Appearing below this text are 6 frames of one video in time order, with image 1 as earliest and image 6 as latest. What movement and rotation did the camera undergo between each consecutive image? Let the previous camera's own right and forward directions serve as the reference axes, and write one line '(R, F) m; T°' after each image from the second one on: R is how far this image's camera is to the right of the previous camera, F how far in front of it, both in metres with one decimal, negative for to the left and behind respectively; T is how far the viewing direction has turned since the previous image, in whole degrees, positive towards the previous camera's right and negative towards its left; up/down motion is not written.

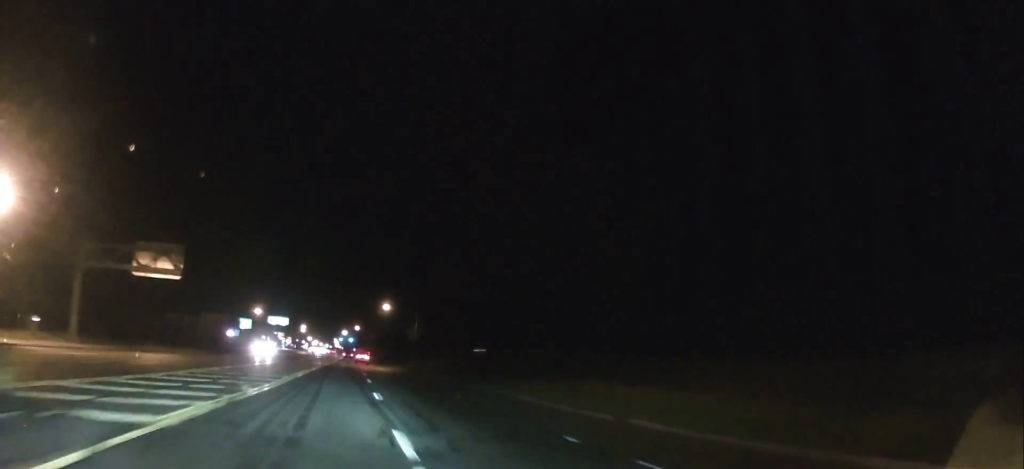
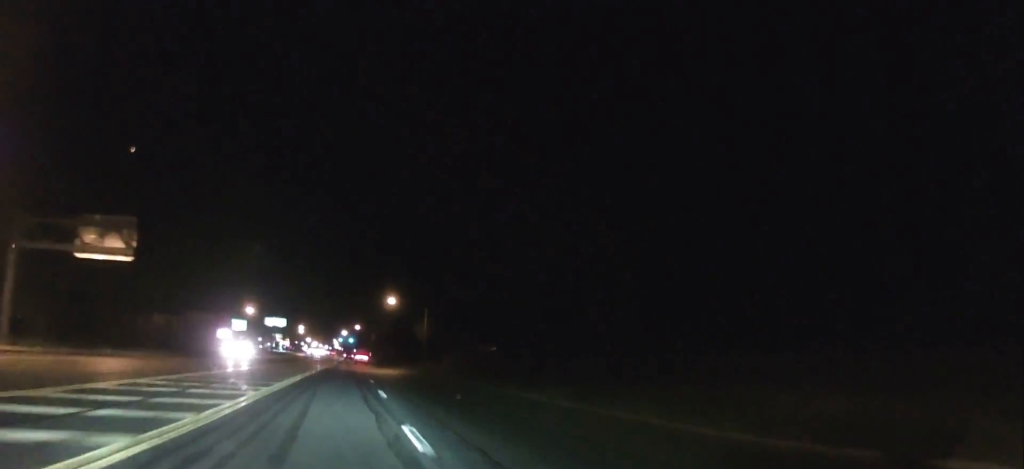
(0.0, +11.4) m; 0°
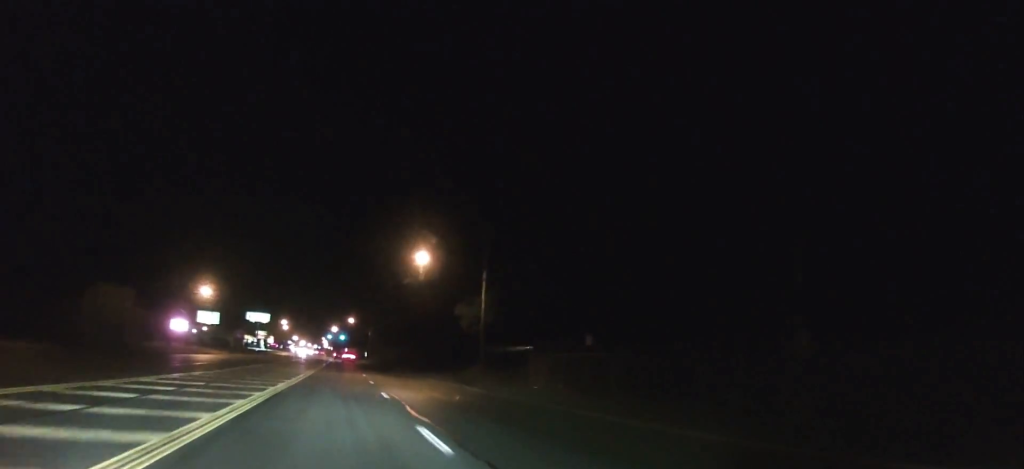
(+0.5, +36.8) m; 0°
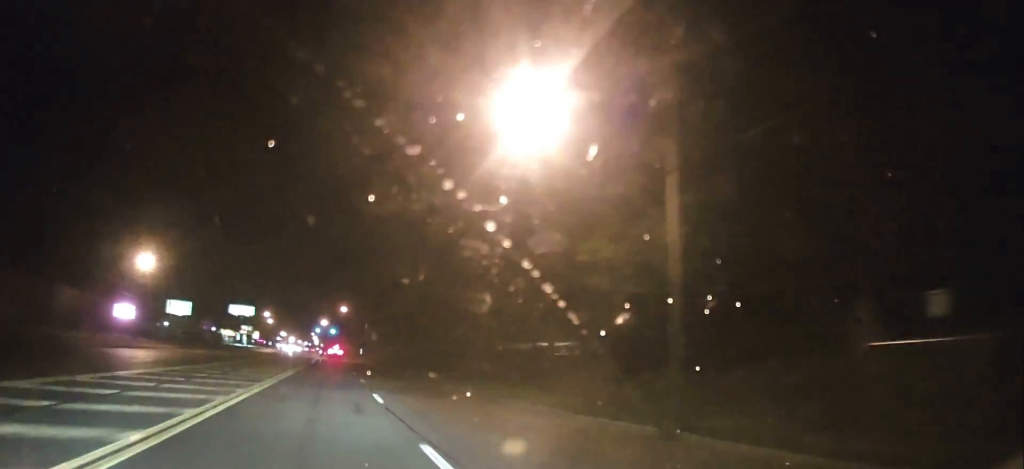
(-0.2, +27.3) m; +1°
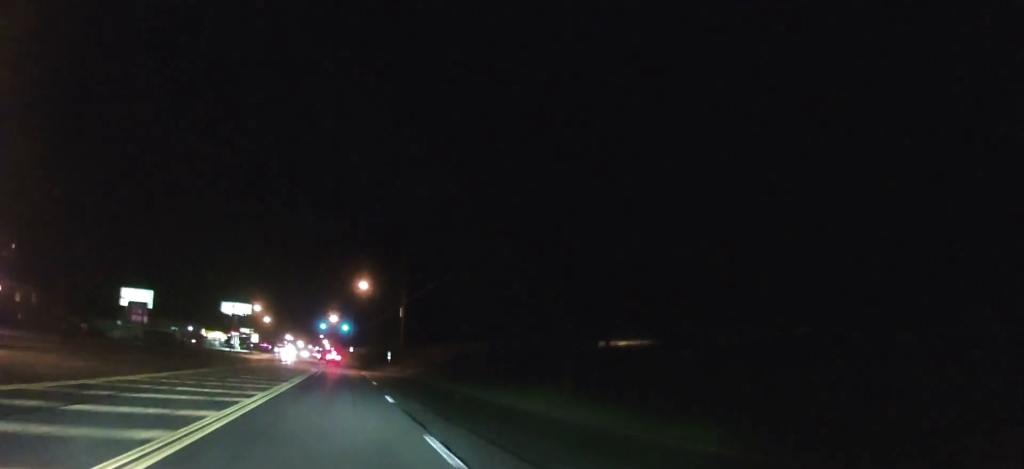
(-0.1, +46.7) m; -1°
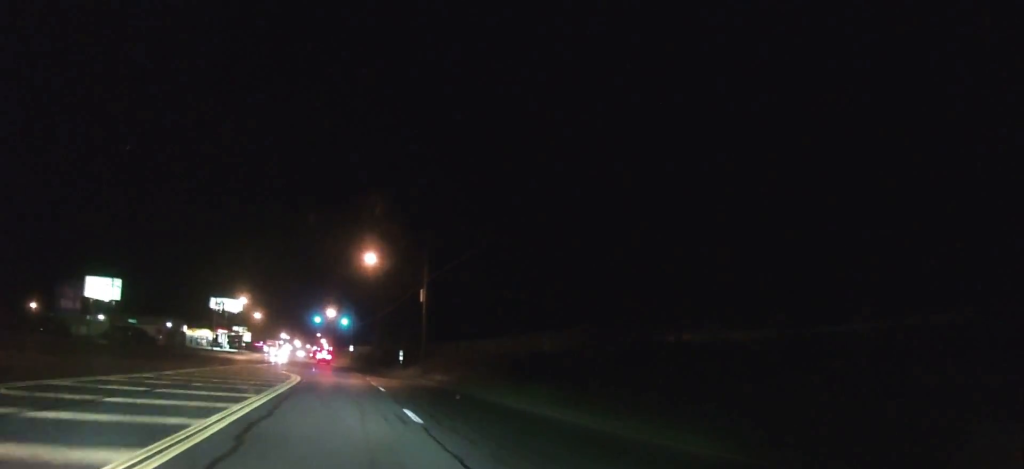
(+0.1, +18.8) m; 0°
